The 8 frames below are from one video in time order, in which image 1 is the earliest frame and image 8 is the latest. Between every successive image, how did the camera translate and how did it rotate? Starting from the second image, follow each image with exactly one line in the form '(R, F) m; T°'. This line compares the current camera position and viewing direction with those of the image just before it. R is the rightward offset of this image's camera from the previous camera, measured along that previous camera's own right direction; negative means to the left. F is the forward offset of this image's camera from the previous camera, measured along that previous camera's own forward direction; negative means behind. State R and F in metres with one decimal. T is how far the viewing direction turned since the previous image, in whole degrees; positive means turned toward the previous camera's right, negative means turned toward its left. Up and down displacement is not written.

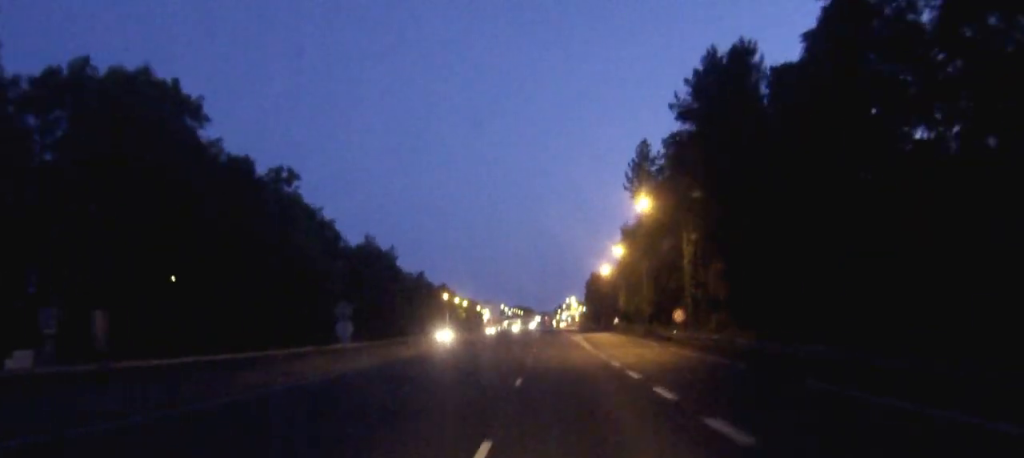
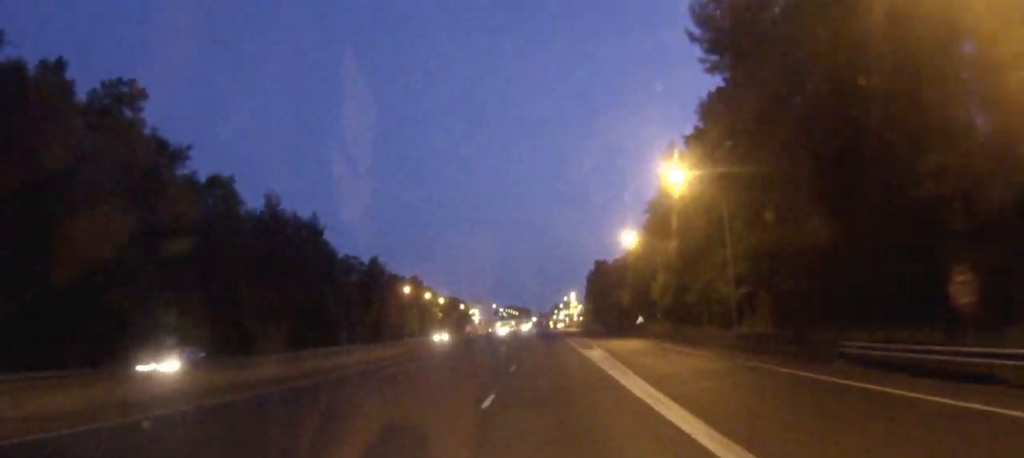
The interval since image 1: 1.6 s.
(0.0, +43.3) m; 0°
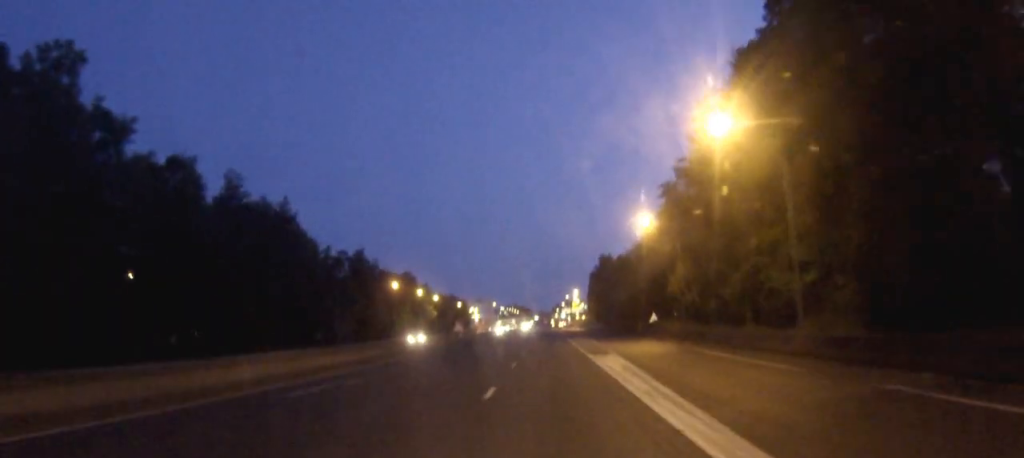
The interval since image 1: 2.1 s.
(0.0, +11.5) m; 0°
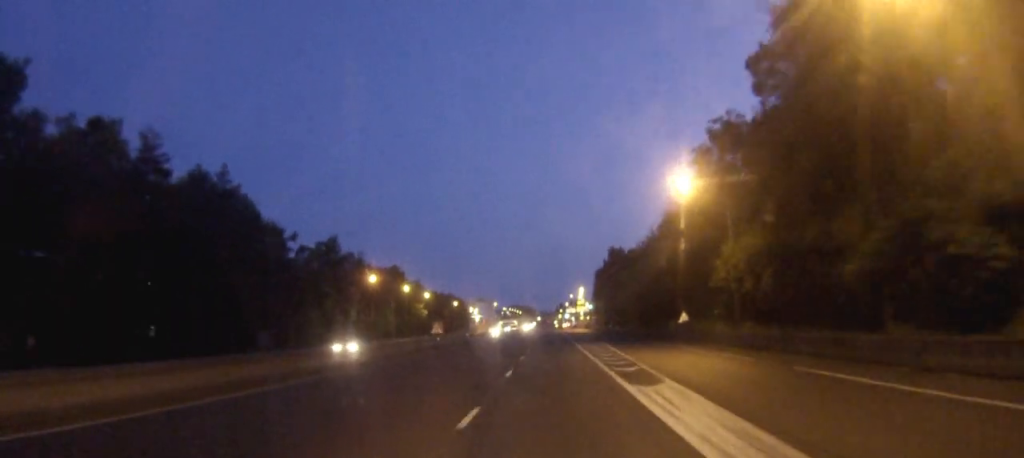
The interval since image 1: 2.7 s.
(+0.1, +17.7) m; 0°
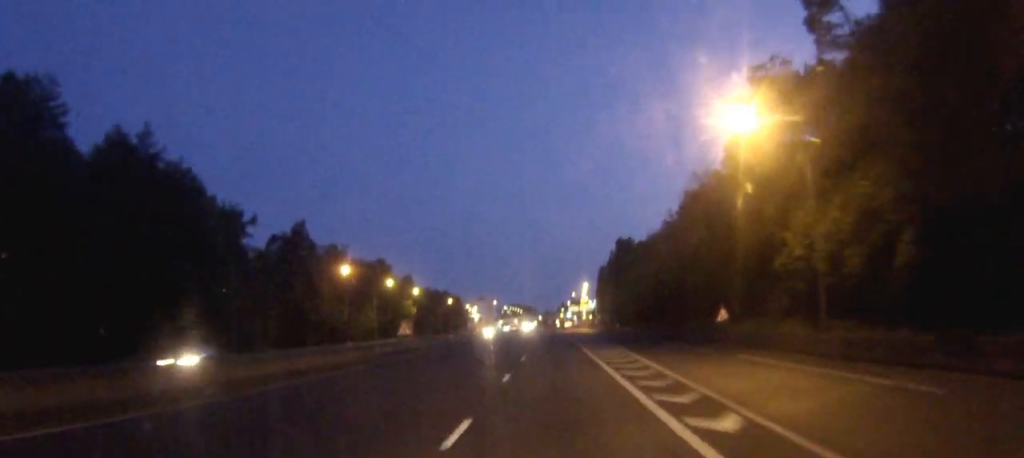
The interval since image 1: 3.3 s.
(0.0, +15.1) m; 0°
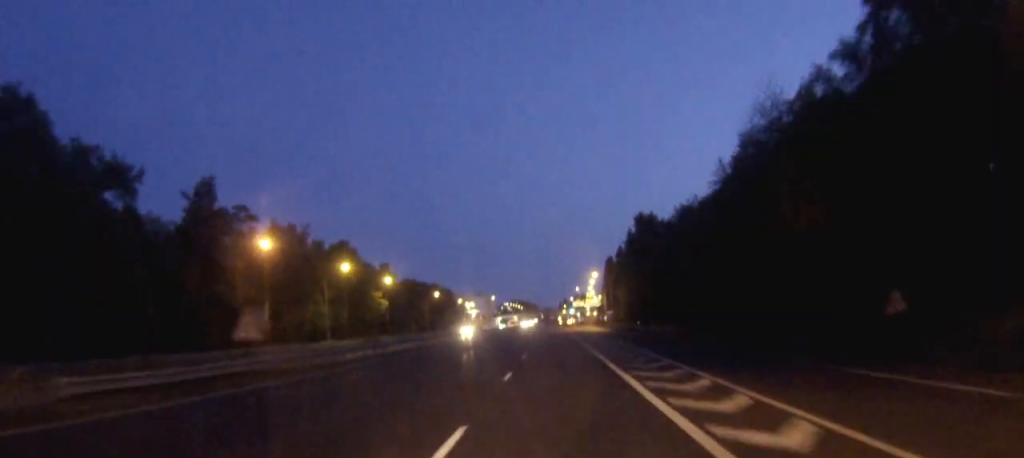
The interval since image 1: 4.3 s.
(-0.1, +27.5) m; 0°
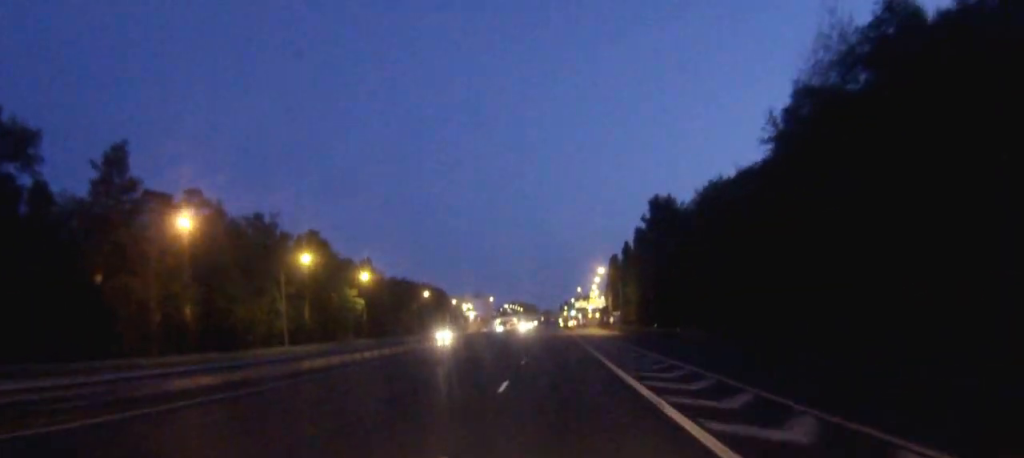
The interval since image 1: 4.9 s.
(0.0, +16.0) m; 0°
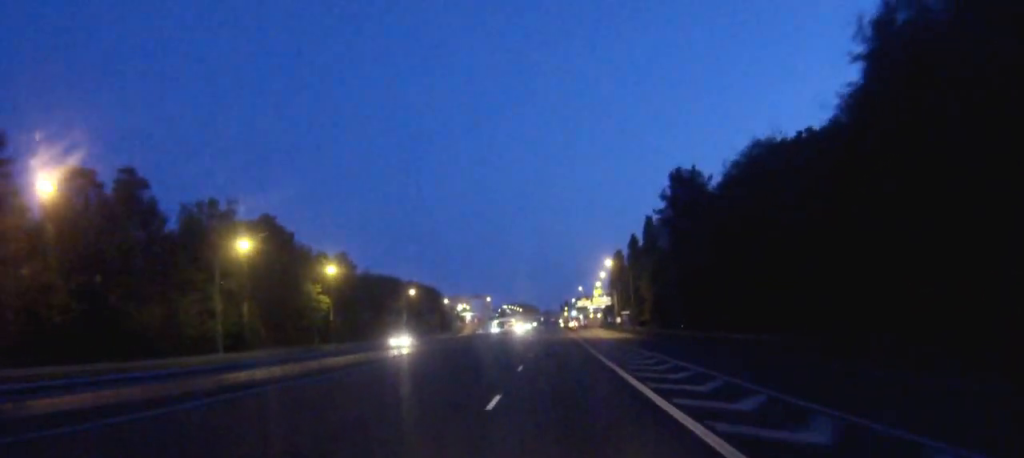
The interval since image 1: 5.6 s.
(0.0, +16.9) m; 0°
